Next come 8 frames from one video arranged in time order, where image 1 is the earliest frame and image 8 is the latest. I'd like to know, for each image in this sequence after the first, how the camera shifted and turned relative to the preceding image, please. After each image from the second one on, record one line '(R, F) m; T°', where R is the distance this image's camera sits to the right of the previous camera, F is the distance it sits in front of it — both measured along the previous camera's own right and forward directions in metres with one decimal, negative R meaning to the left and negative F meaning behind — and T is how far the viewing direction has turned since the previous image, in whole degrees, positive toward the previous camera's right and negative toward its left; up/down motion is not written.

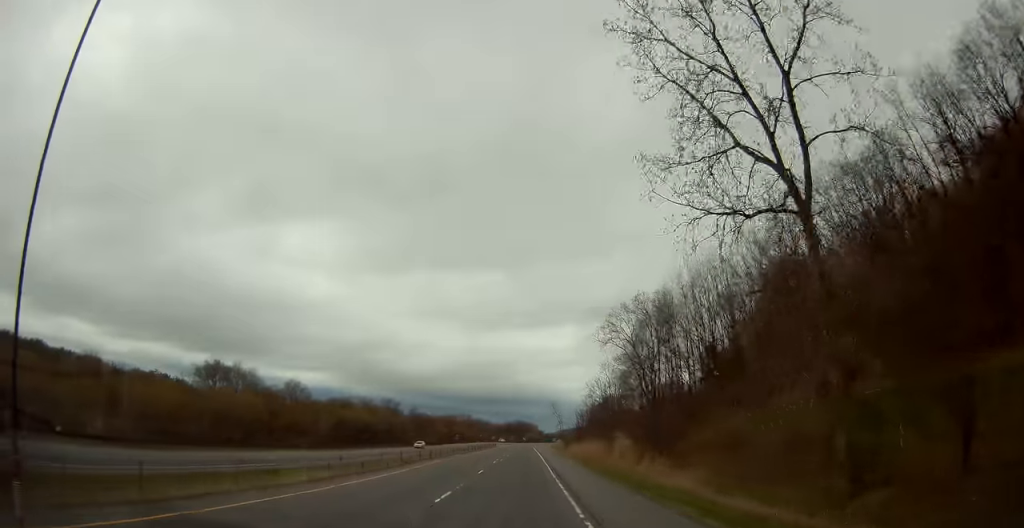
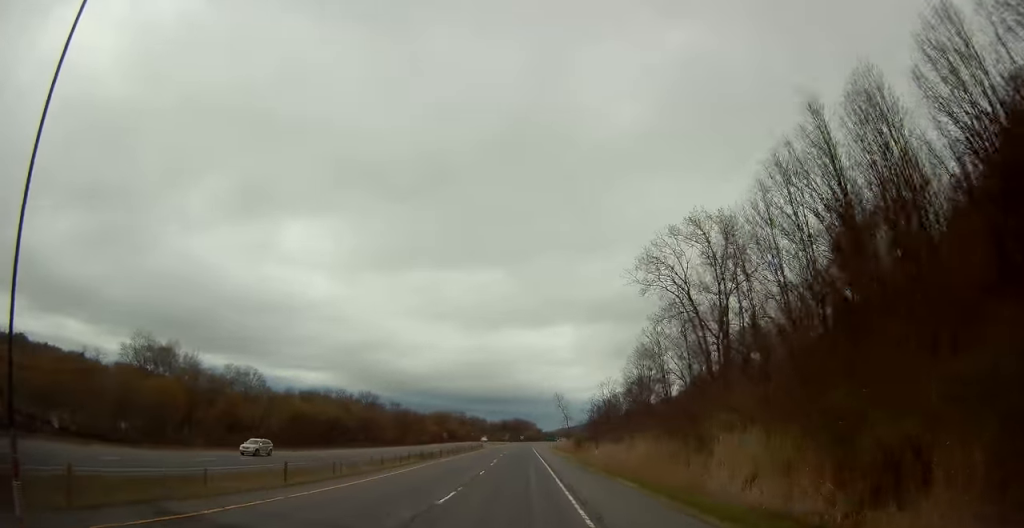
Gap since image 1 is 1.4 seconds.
(0.0, +36.4) m; +1°
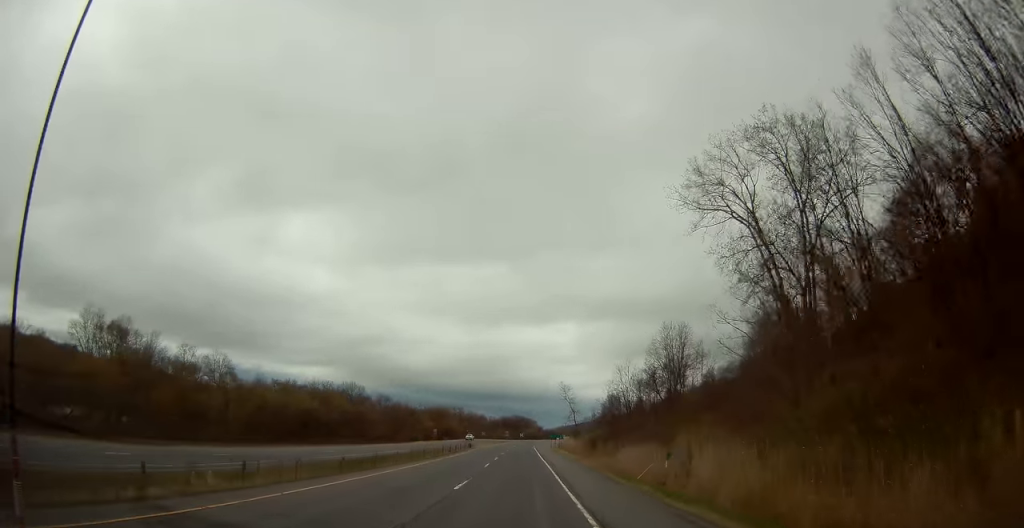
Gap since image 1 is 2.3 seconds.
(+0.3, +21.4) m; 0°
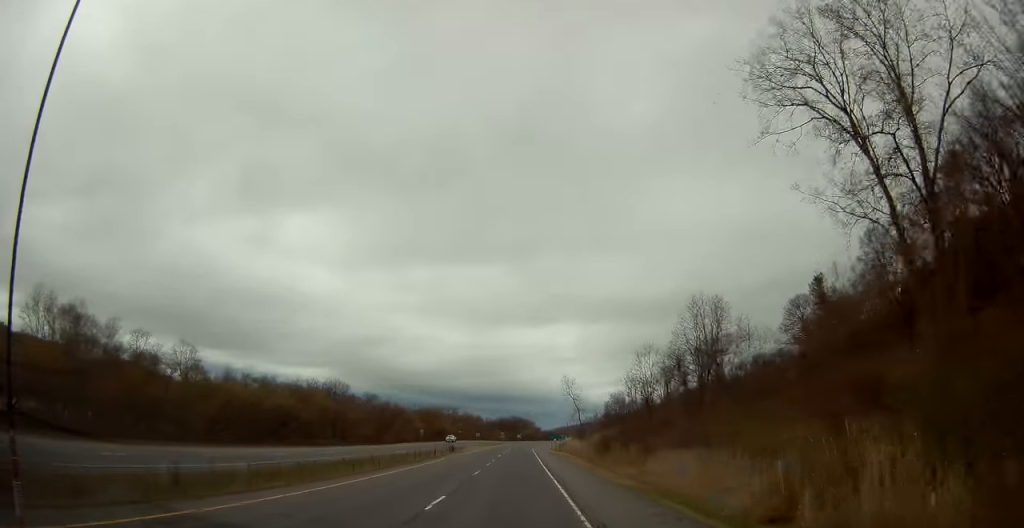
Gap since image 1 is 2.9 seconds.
(0.0, +17.0) m; 0°
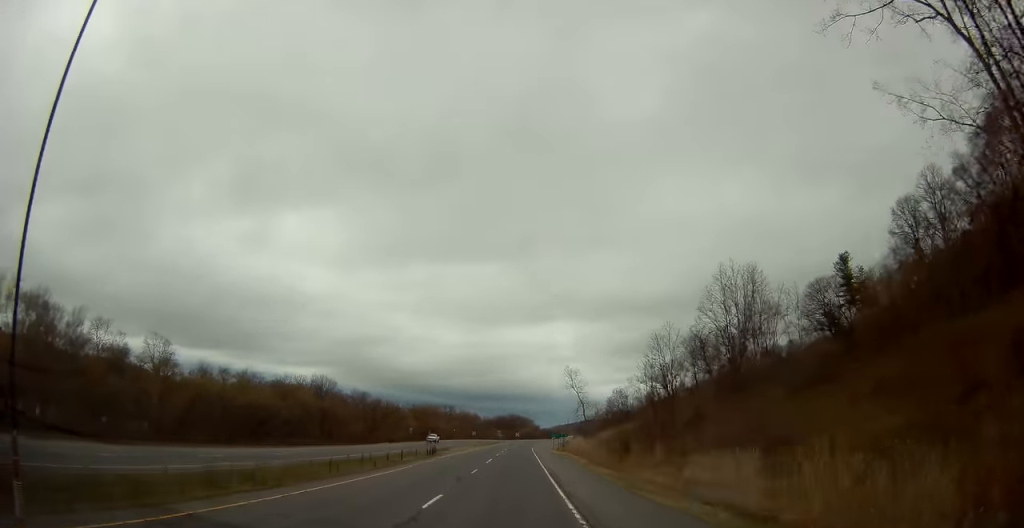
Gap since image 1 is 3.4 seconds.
(-0.1, +11.9) m; 0°
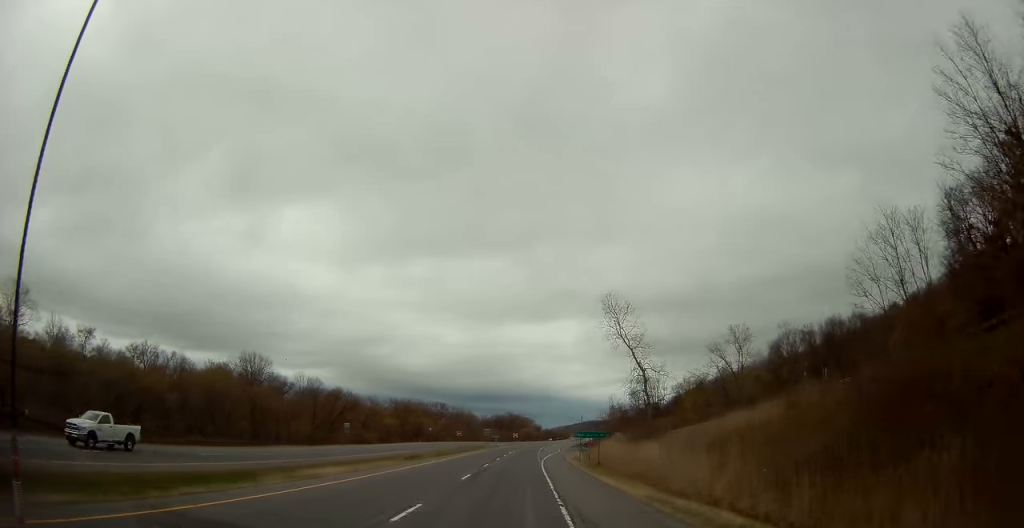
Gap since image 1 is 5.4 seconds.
(+0.5, +51.3) m; +2°
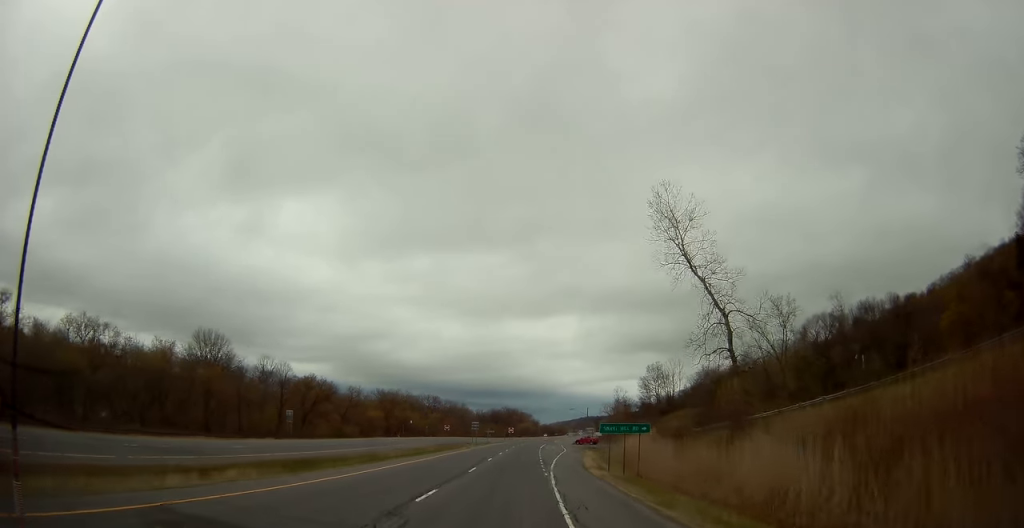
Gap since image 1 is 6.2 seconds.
(+0.1, +21.4) m; -1°
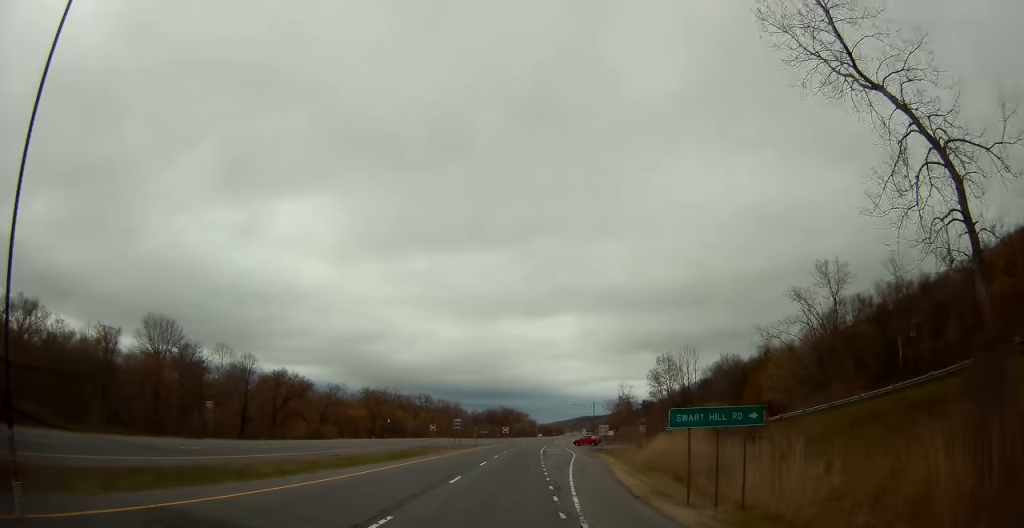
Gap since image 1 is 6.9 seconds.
(-0.2, +18.0) m; 0°
